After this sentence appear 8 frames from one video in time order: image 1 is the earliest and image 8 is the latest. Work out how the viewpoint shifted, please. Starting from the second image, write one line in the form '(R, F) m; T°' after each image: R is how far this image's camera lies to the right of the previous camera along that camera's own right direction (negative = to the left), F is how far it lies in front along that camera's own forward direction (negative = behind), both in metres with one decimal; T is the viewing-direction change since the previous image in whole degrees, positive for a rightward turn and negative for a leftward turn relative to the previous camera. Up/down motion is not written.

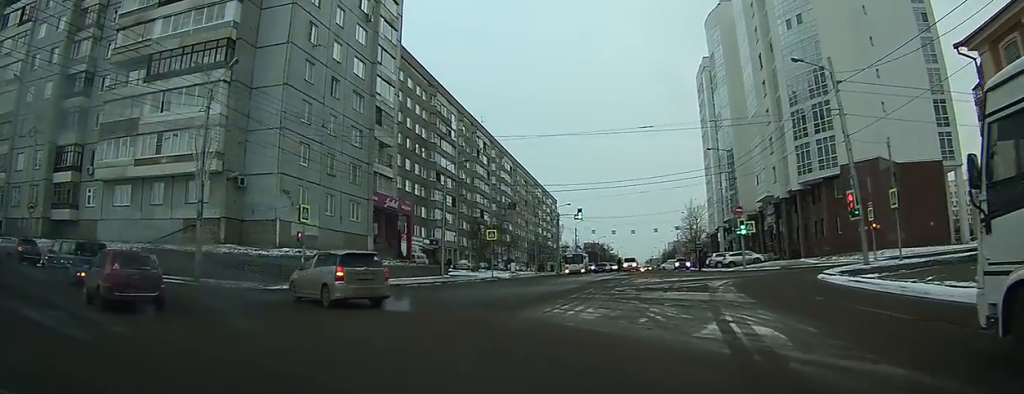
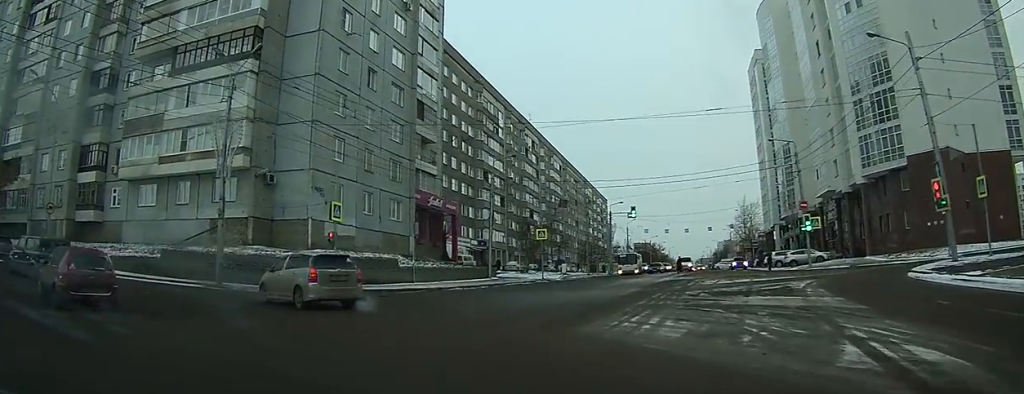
(+0.1, +2.0) m; -2°
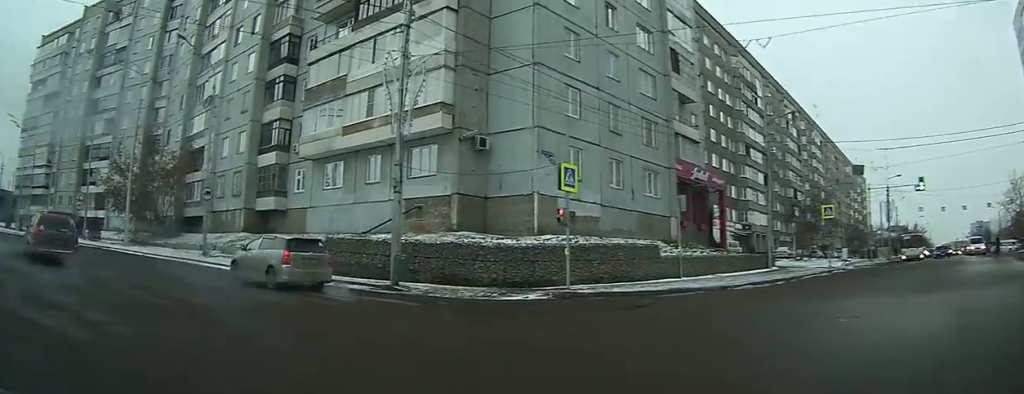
(-1.1, +5.1) m; -30°
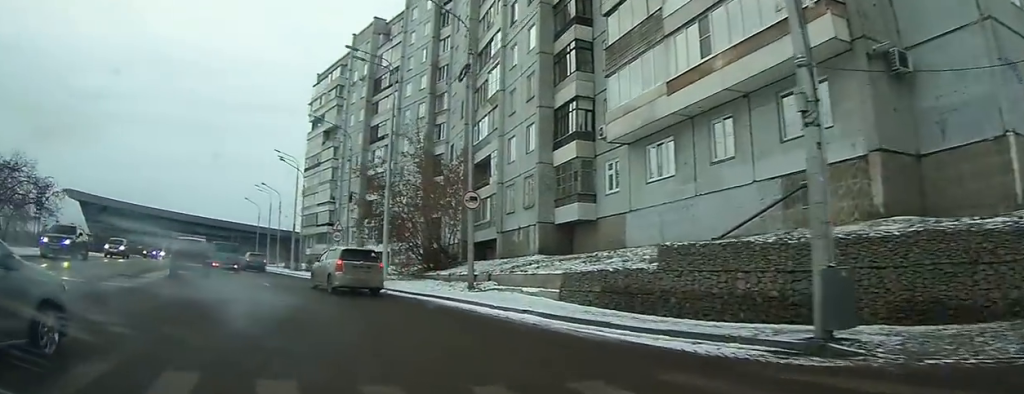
(-2.5, +6.3) m; -44°
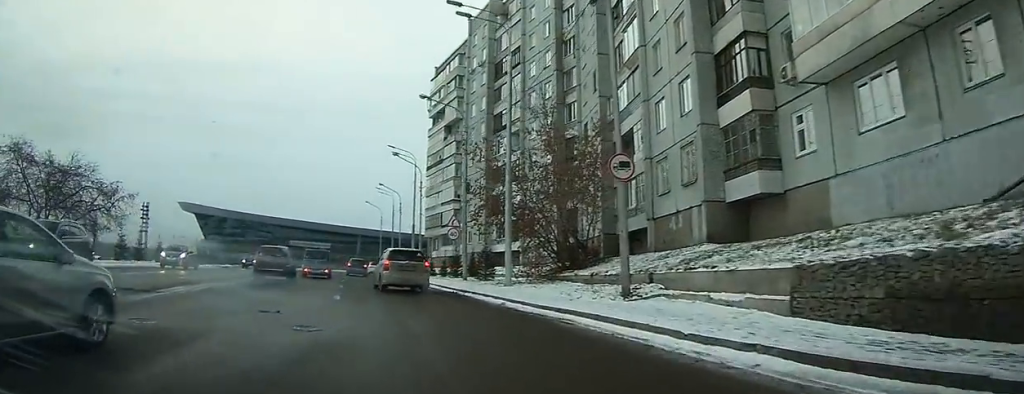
(-1.1, +5.4) m; -13°
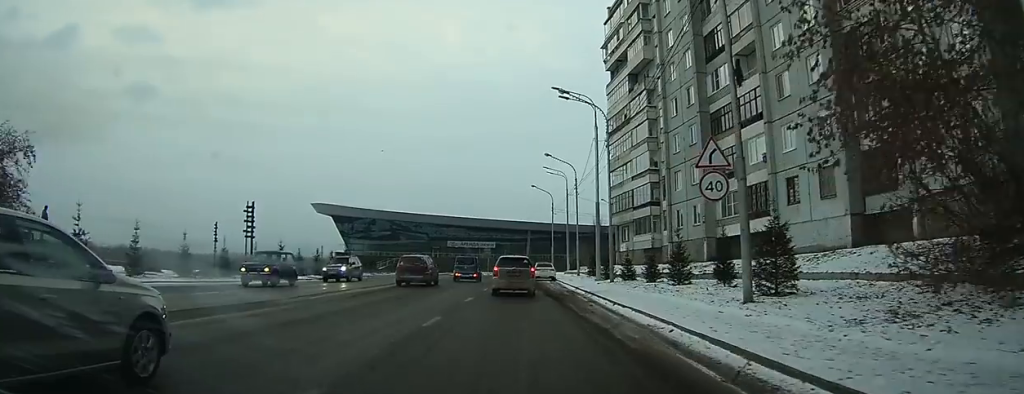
(-1.4, +16.8) m; -5°
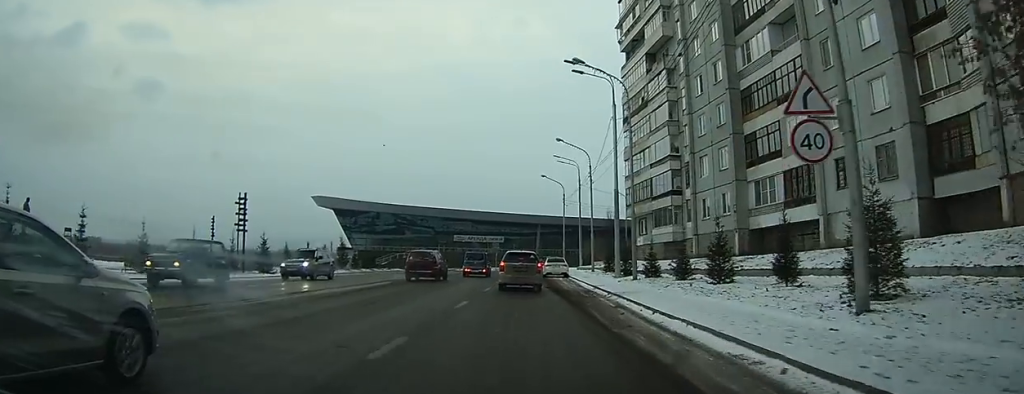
(0.0, +3.4) m; 0°
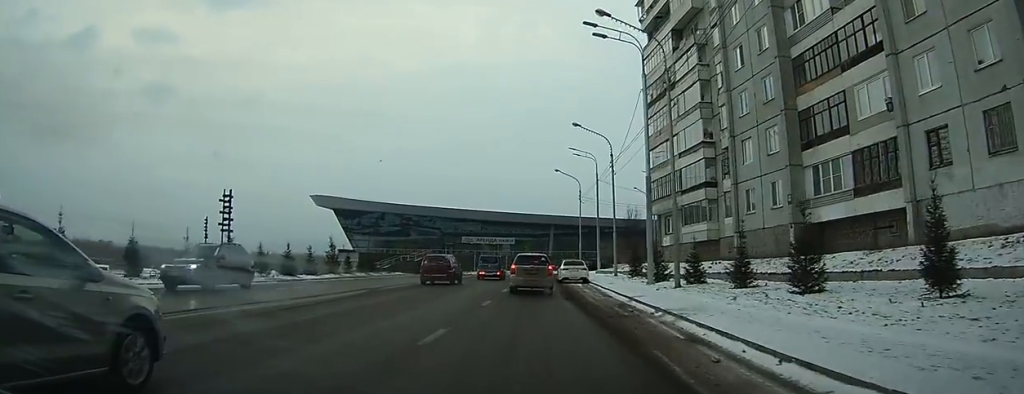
(0.0, +5.0) m; 0°
